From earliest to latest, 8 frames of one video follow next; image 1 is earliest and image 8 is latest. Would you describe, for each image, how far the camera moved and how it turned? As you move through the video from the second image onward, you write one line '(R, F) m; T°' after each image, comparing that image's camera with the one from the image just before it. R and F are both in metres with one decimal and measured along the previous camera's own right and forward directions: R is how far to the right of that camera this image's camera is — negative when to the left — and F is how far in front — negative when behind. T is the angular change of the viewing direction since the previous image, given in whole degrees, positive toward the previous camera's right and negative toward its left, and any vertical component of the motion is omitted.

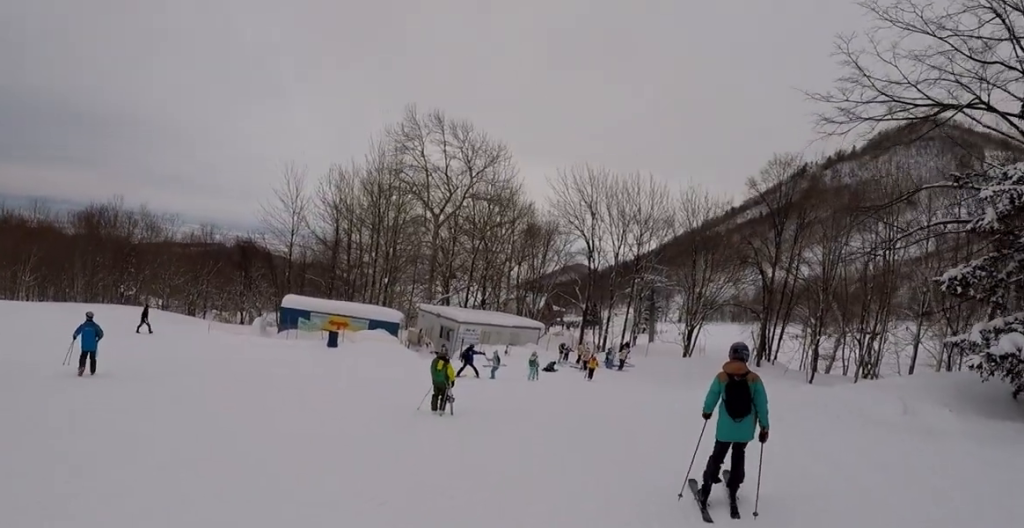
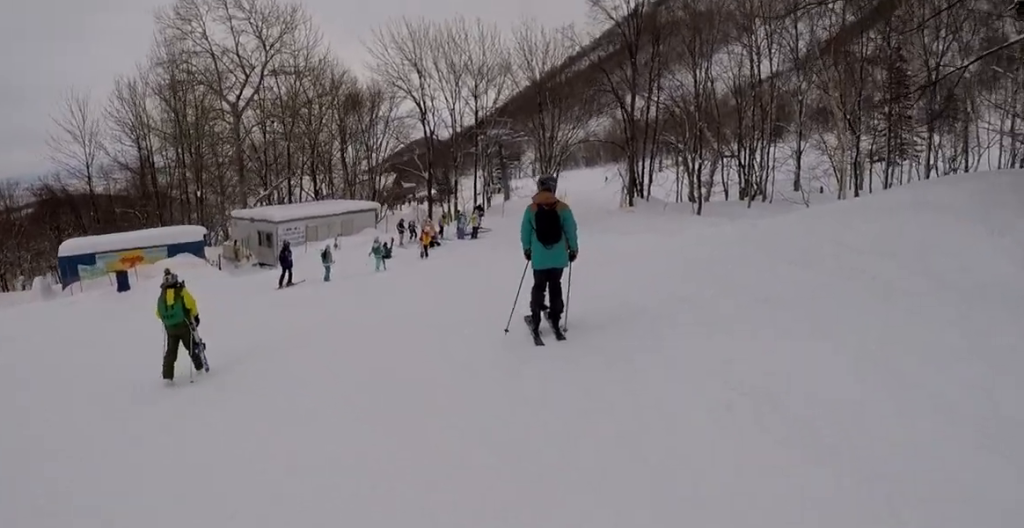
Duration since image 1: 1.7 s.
(+1.5, +6.0) m; +20°
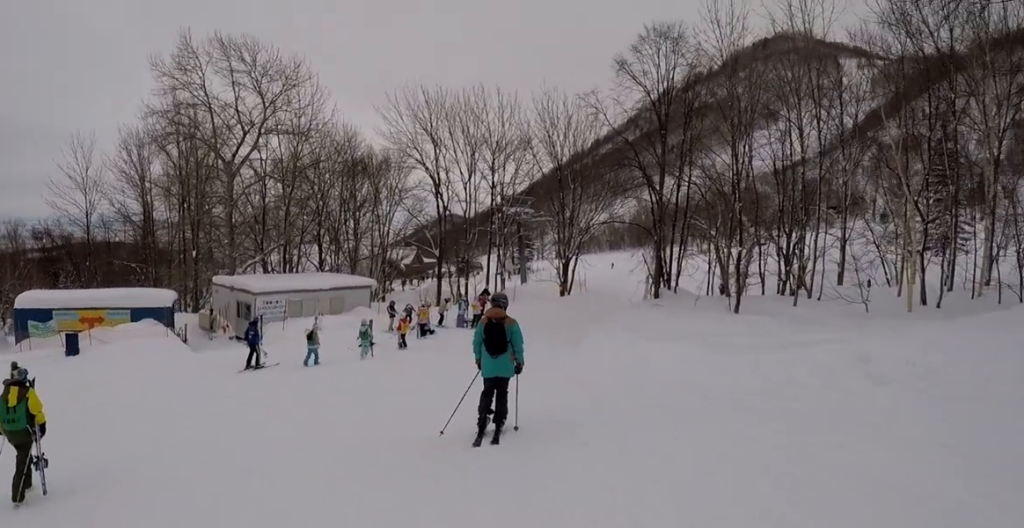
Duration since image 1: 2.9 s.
(+0.1, +4.5) m; +1°
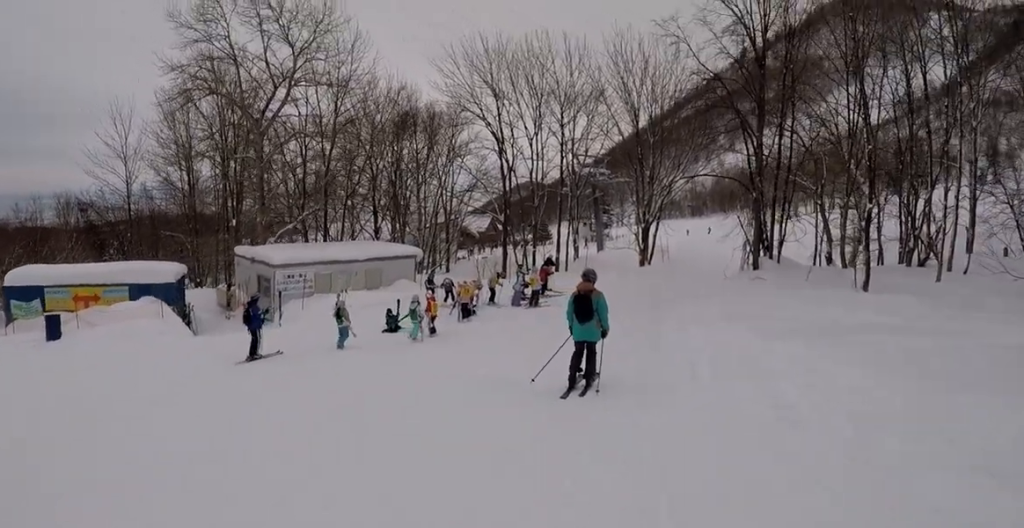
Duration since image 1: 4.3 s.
(0.0, +5.9) m; 0°
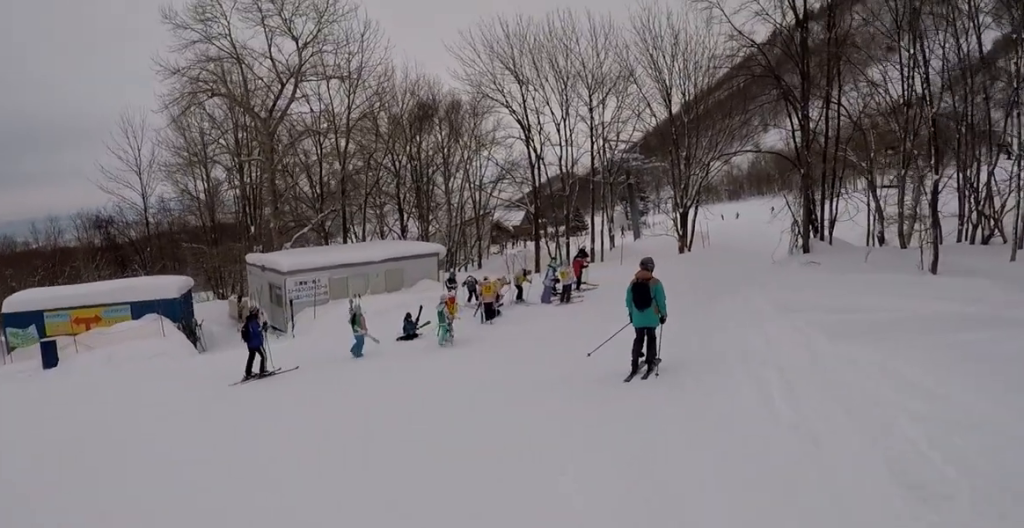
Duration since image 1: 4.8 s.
(0.0, +2.2) m; 0°
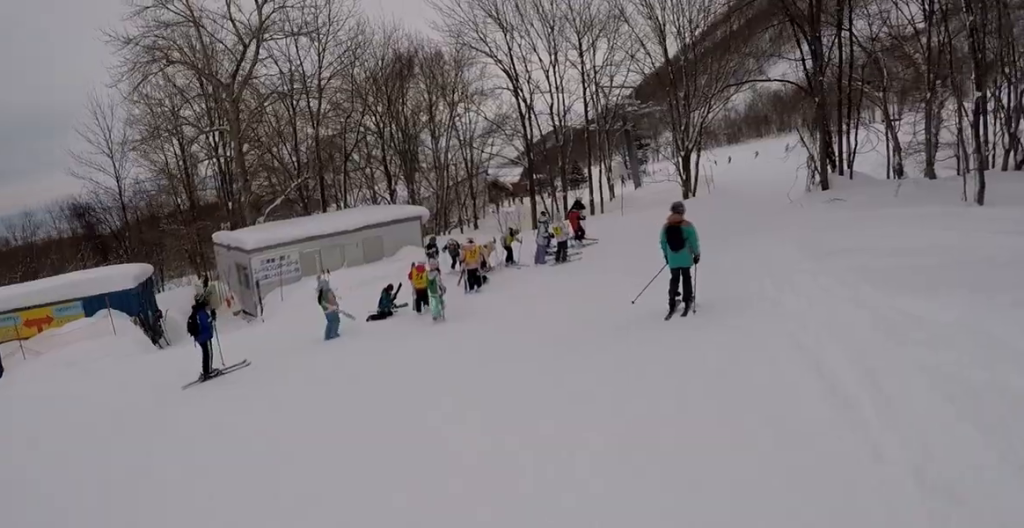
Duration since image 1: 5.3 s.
(0.0, +2.6) m; 0°
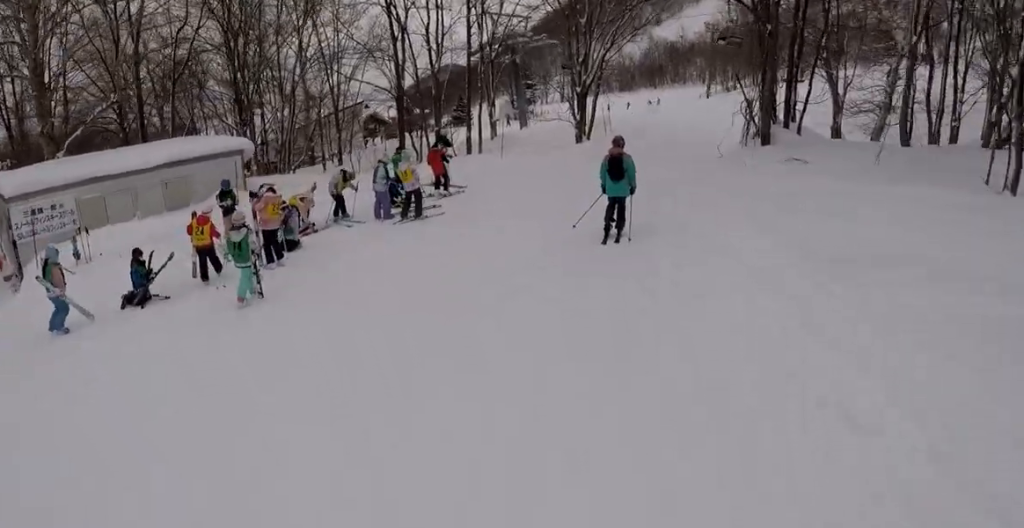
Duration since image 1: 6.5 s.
(0.0, +4.9) m; 0°
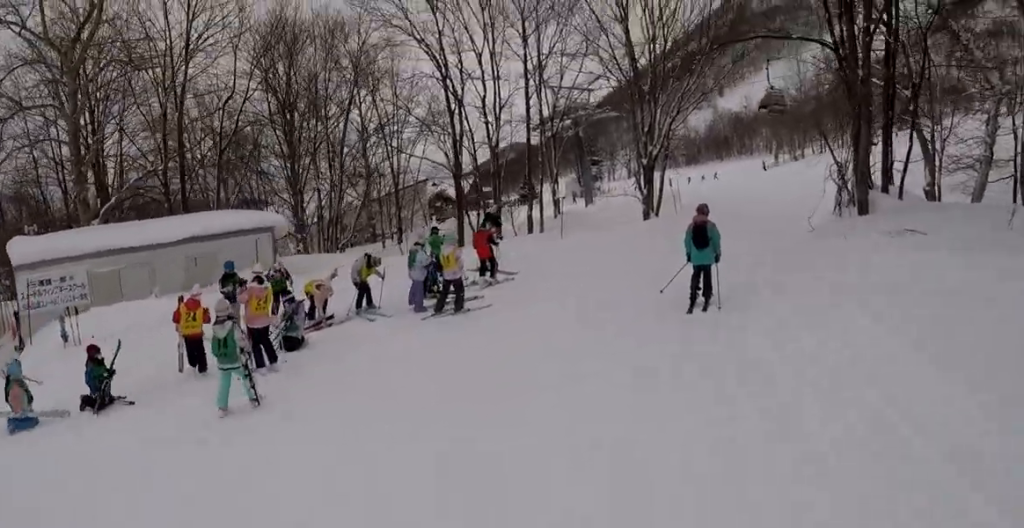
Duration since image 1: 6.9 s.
(0.0, +2.1) m; 0°
